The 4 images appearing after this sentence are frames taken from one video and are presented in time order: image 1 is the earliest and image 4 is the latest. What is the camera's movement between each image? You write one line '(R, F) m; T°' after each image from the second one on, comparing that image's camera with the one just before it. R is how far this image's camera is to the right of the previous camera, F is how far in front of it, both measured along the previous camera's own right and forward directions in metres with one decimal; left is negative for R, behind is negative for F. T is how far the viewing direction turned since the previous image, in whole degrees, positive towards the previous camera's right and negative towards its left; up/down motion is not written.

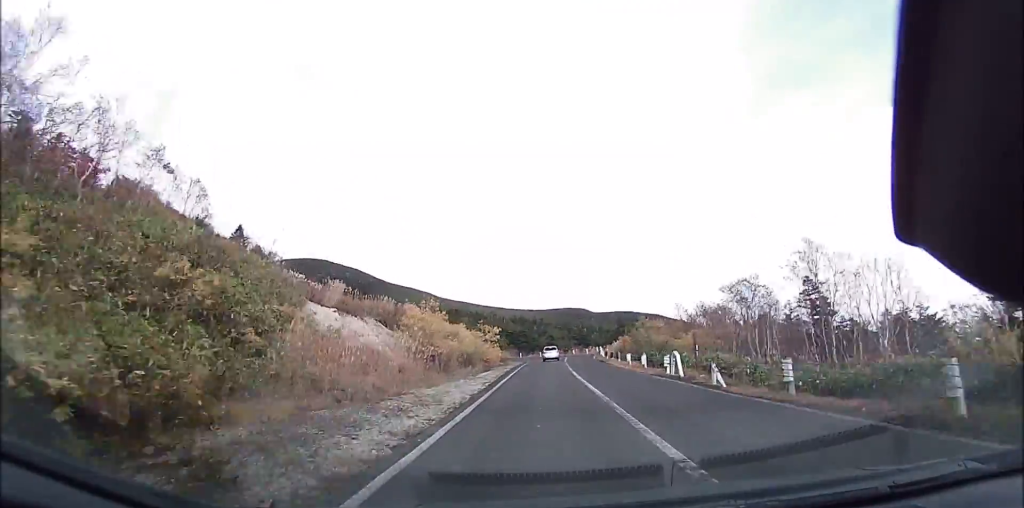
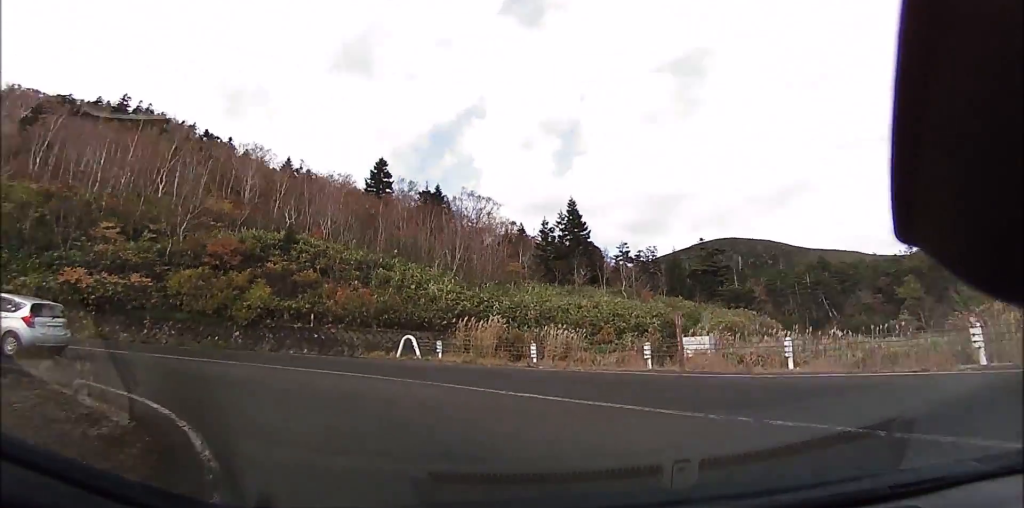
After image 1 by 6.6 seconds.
(-6.5, +69.3) m; -56°
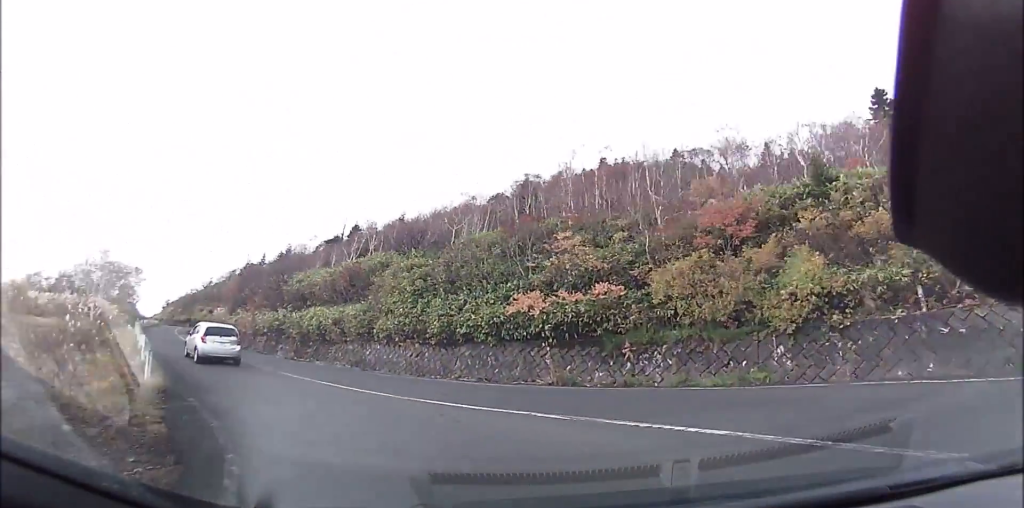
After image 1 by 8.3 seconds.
(-5.0, +8.3) m; -65°
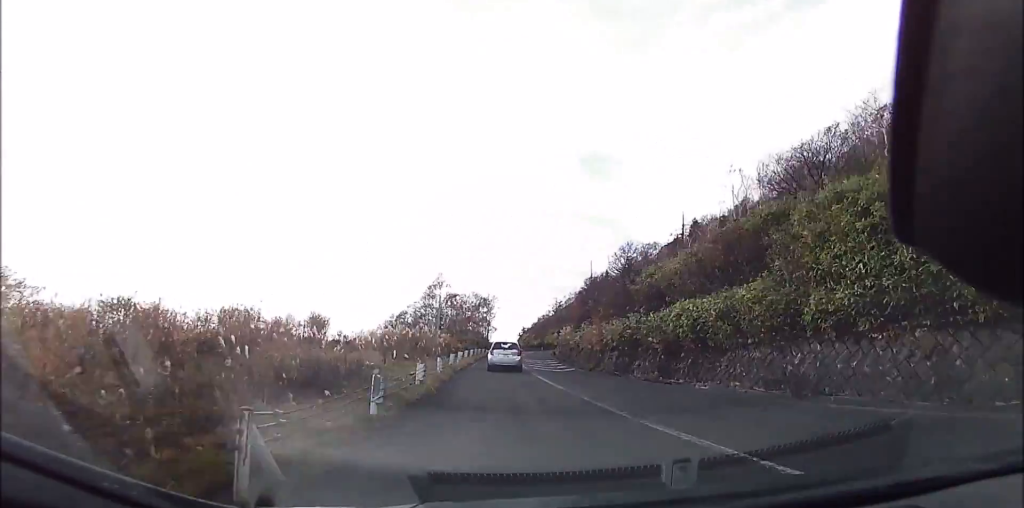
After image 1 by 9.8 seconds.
(-4.8, +8.2) m; -39°
